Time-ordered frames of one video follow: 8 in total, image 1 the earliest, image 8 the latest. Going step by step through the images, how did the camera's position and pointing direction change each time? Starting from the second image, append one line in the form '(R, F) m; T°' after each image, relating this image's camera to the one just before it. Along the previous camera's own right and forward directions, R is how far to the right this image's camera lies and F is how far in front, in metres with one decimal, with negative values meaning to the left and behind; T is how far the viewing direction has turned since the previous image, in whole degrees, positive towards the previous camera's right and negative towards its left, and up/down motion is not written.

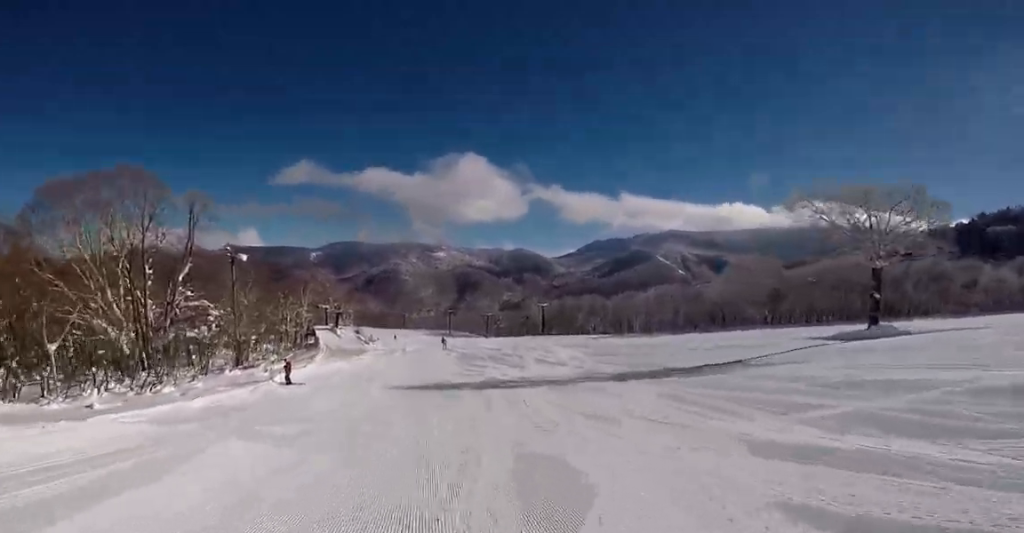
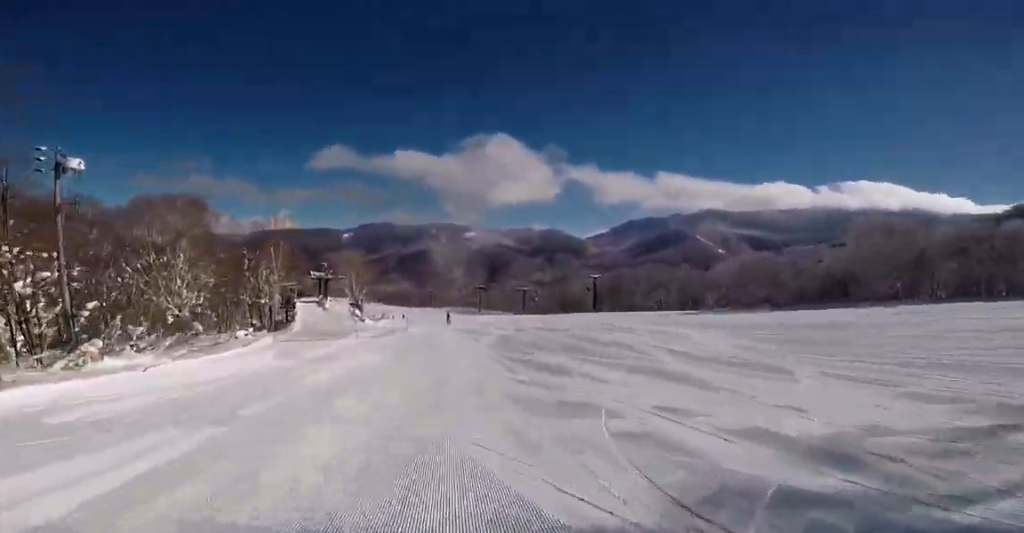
(+0.3, +19.0) m; +1°
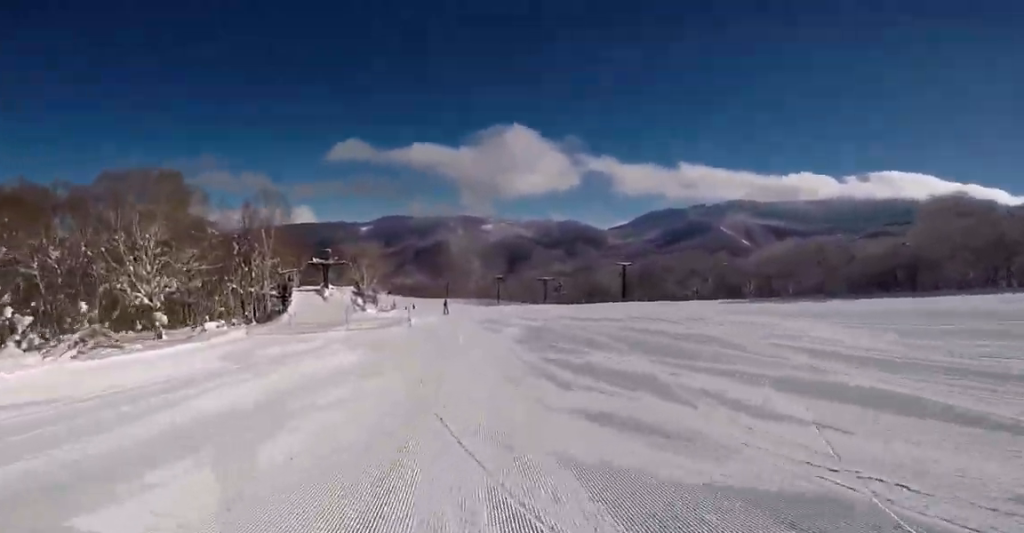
(0.0, +5.7) m; -1°
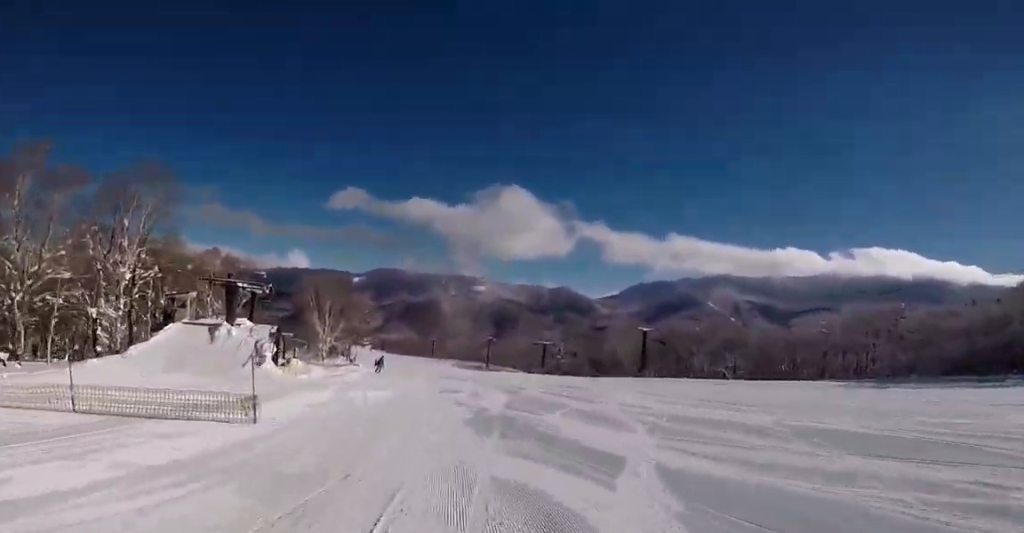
(-0.2, +15.3) m; -1°
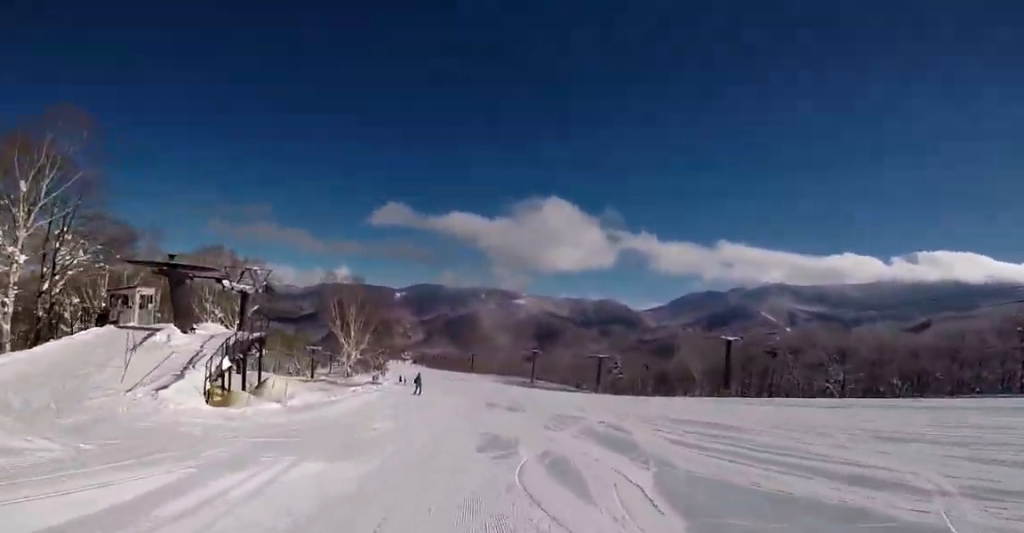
(0.0, +9.2) m; 0°
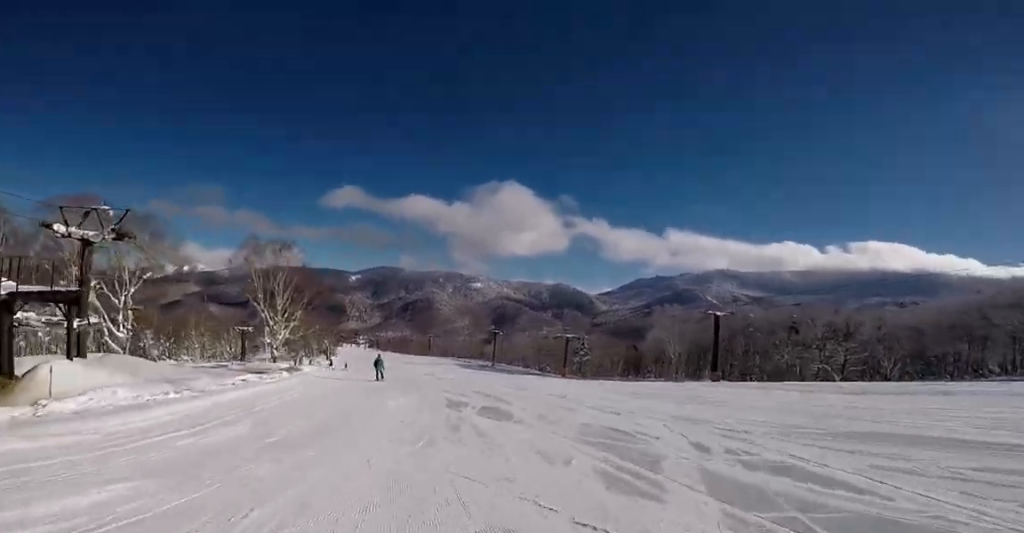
(+0.1, +8.9) m; -3°
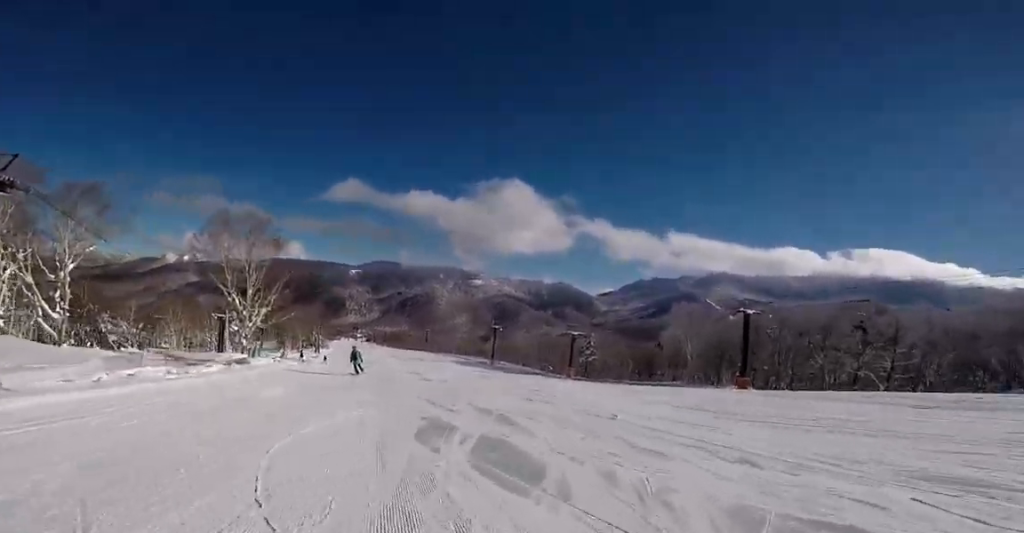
(0.0, +5.8) m; -6°
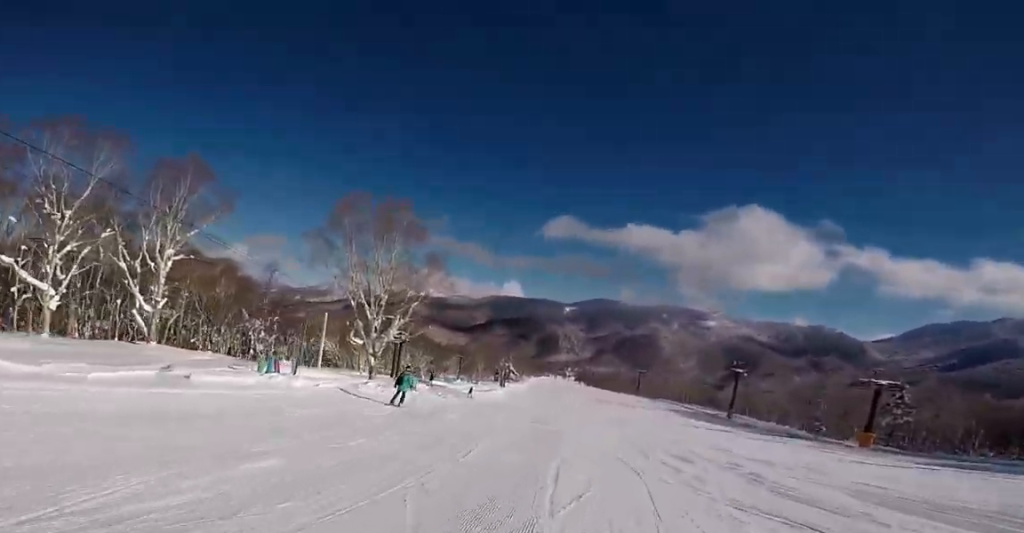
(-1.6, +14.1) m; -3°
